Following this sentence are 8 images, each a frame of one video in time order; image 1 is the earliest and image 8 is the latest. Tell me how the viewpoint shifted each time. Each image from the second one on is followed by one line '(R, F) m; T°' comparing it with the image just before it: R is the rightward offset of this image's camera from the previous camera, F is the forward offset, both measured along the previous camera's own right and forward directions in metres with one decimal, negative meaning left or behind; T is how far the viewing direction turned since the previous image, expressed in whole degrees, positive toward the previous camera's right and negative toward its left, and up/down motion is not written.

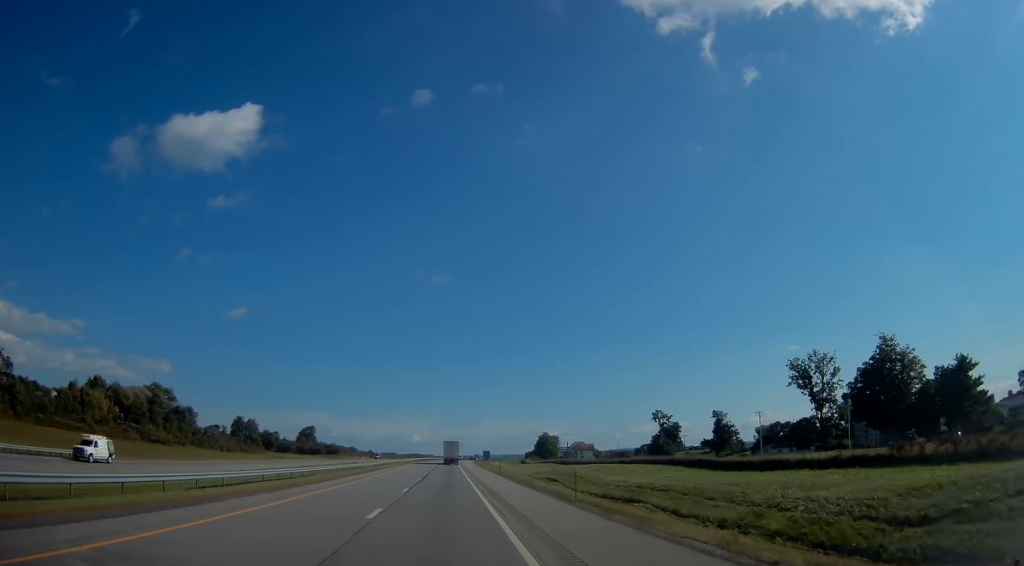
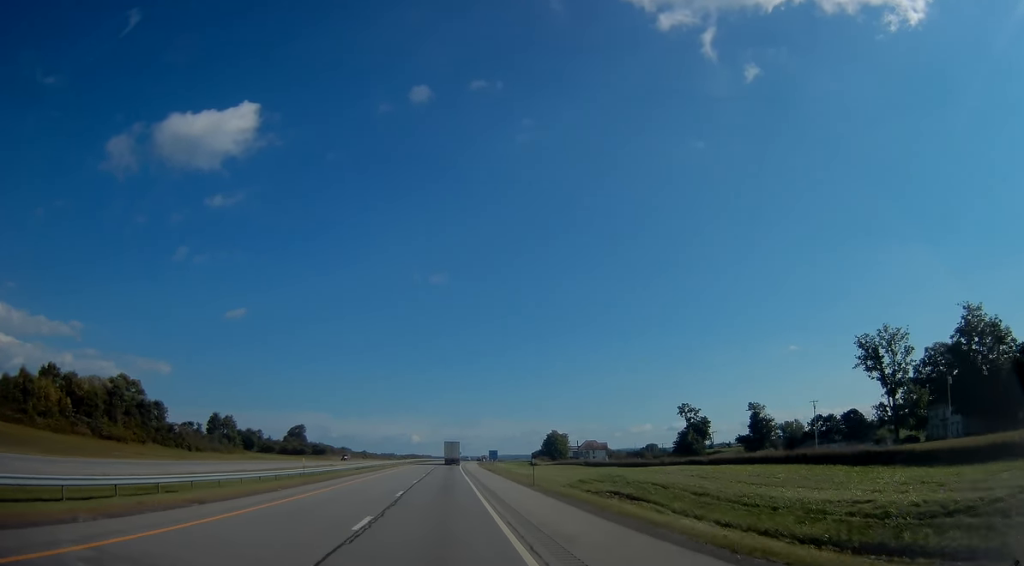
(0.0, +27.1) m; 0°
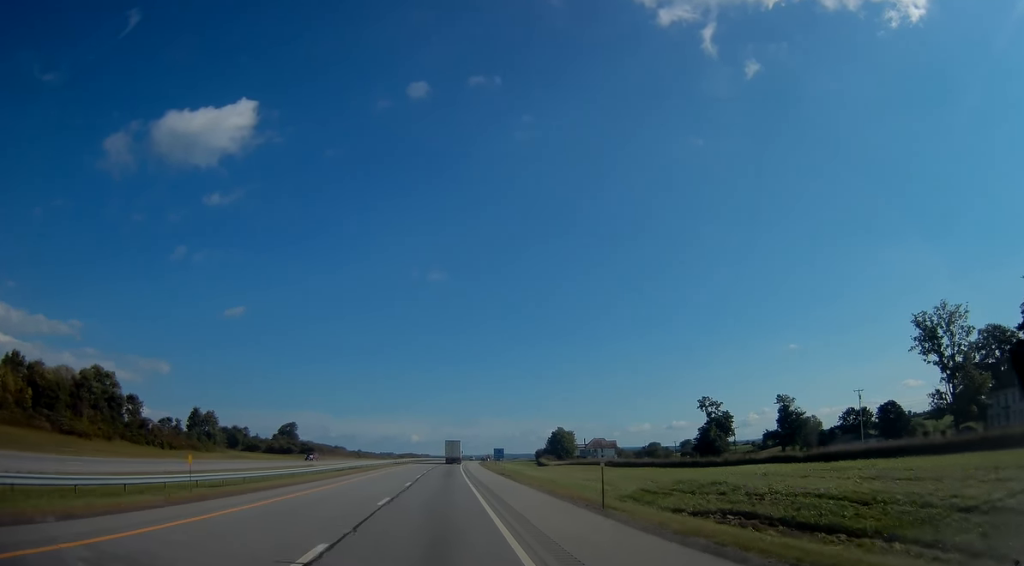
(-0.1, +18.1) m; 0°
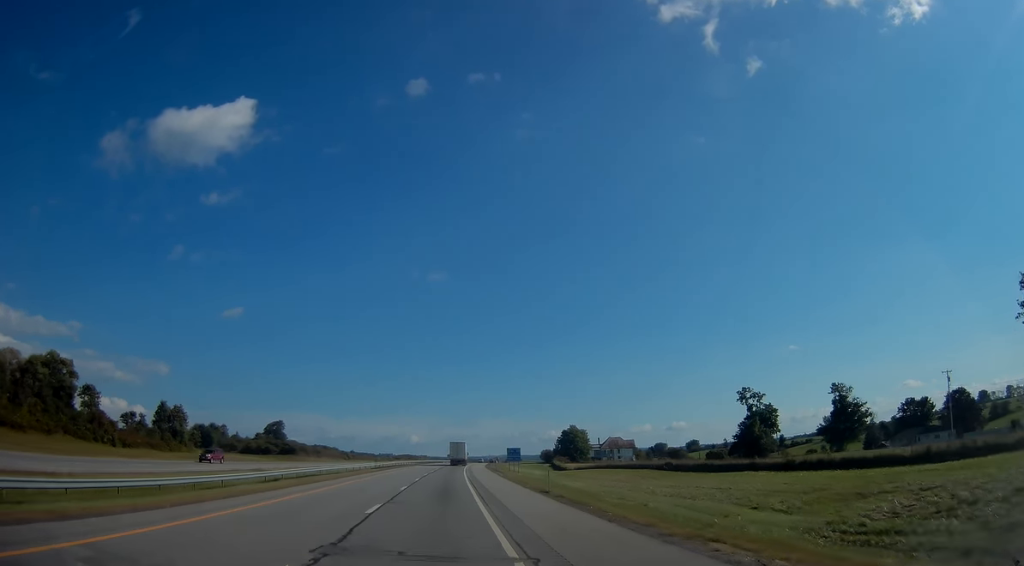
(0.0, +27.0) m; 0°
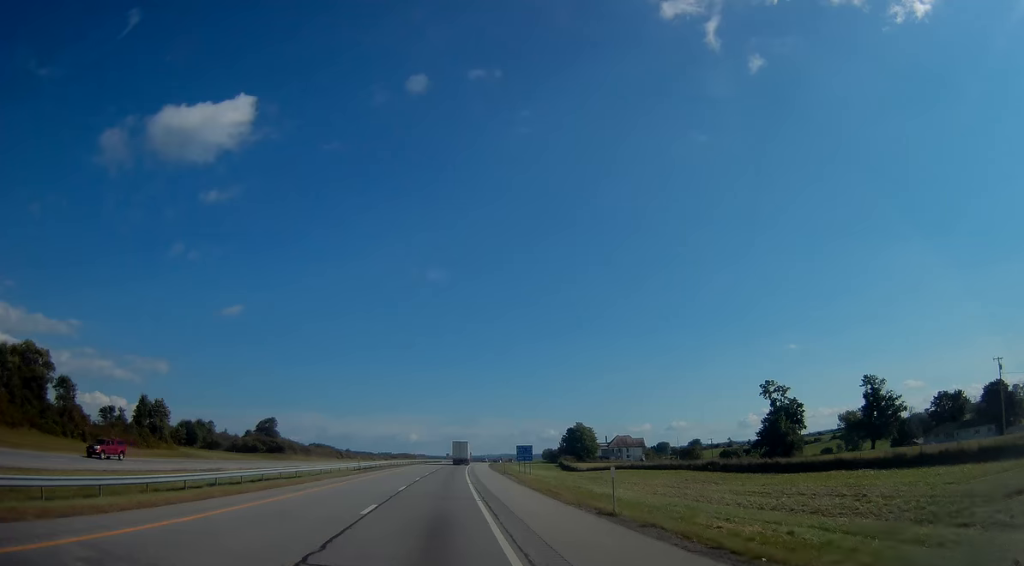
(0.0, +13.0) m; 0°
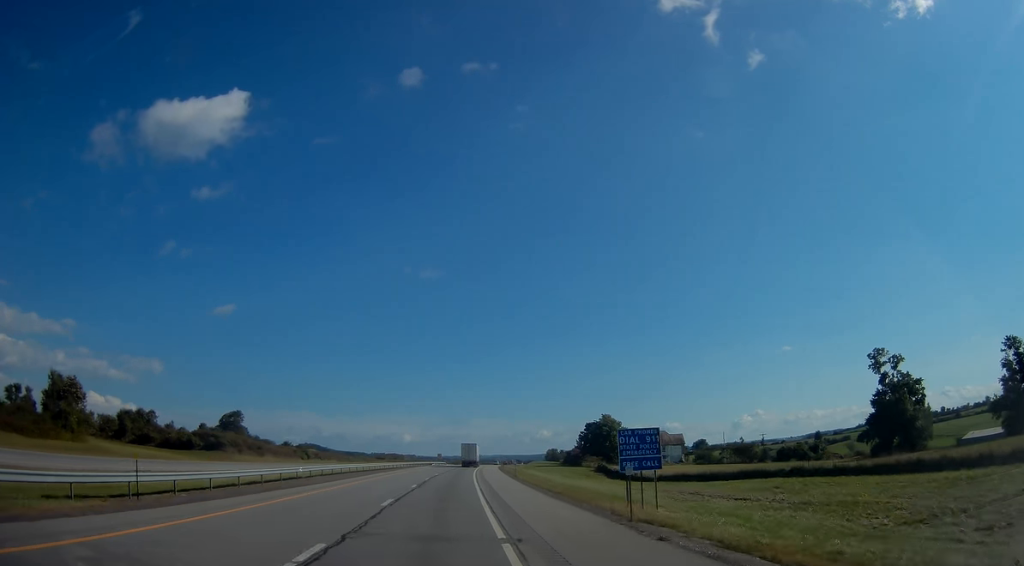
(+0.3, +45.2) m; +1°
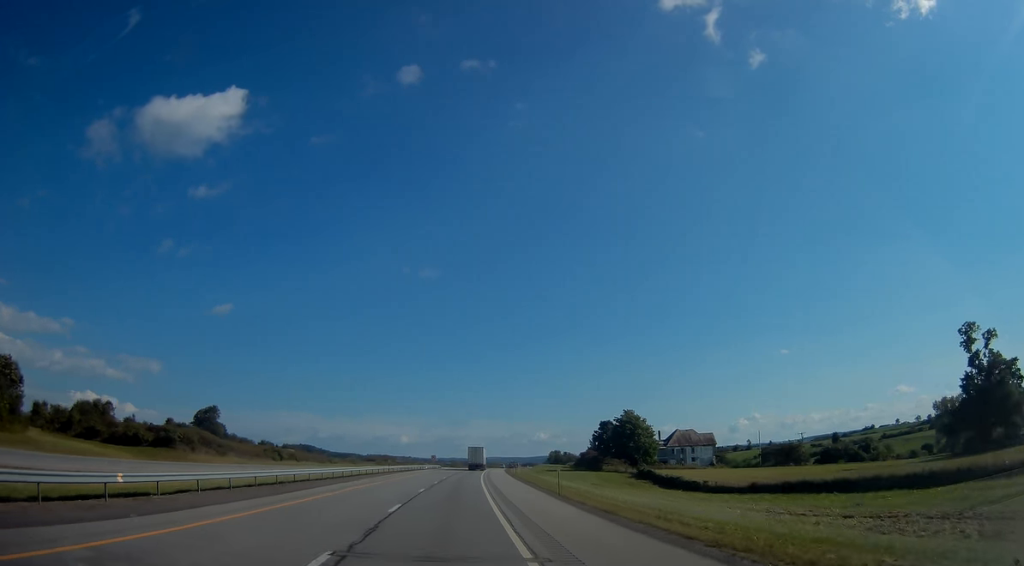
(+0.2, +25.2) m; 0°
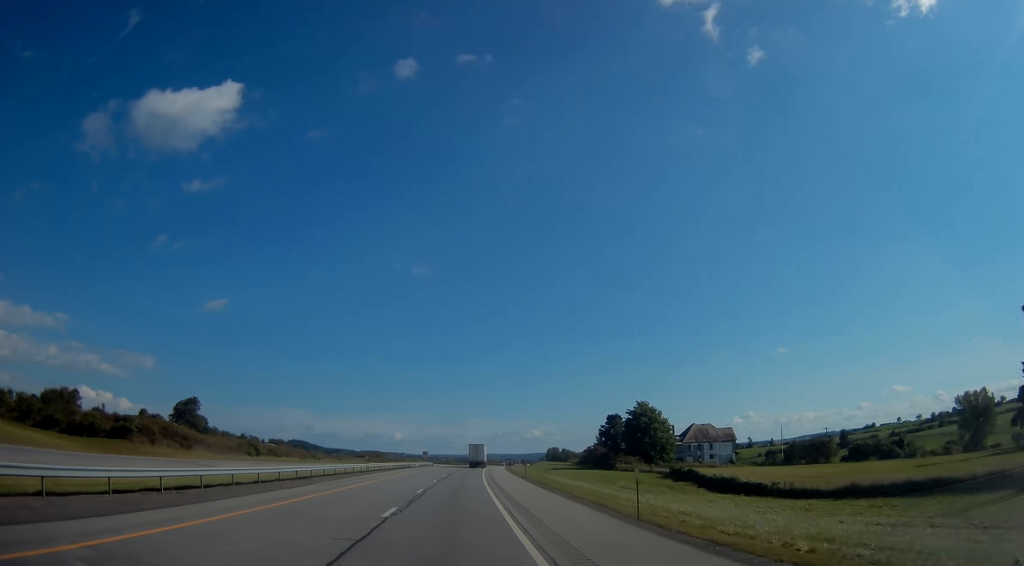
(+0.1, +15.1) m; 0°
